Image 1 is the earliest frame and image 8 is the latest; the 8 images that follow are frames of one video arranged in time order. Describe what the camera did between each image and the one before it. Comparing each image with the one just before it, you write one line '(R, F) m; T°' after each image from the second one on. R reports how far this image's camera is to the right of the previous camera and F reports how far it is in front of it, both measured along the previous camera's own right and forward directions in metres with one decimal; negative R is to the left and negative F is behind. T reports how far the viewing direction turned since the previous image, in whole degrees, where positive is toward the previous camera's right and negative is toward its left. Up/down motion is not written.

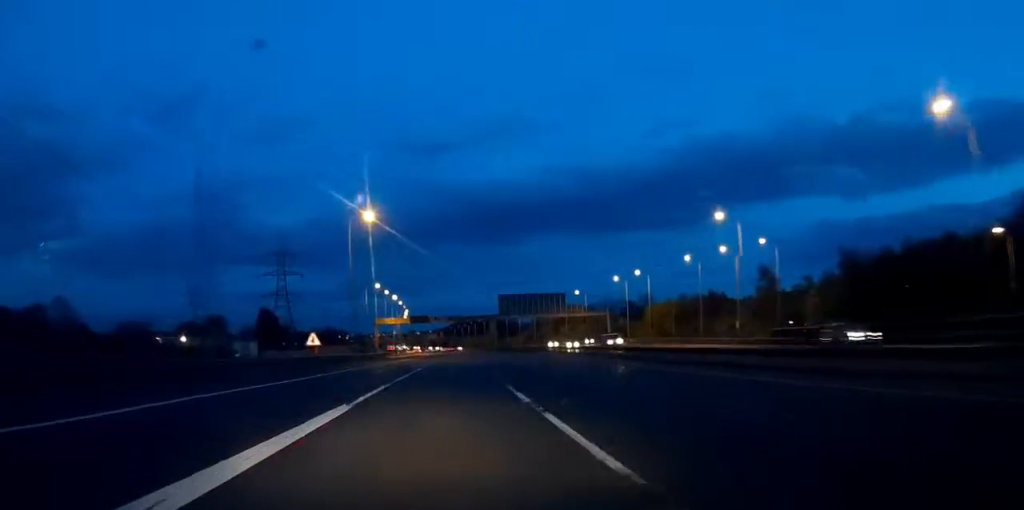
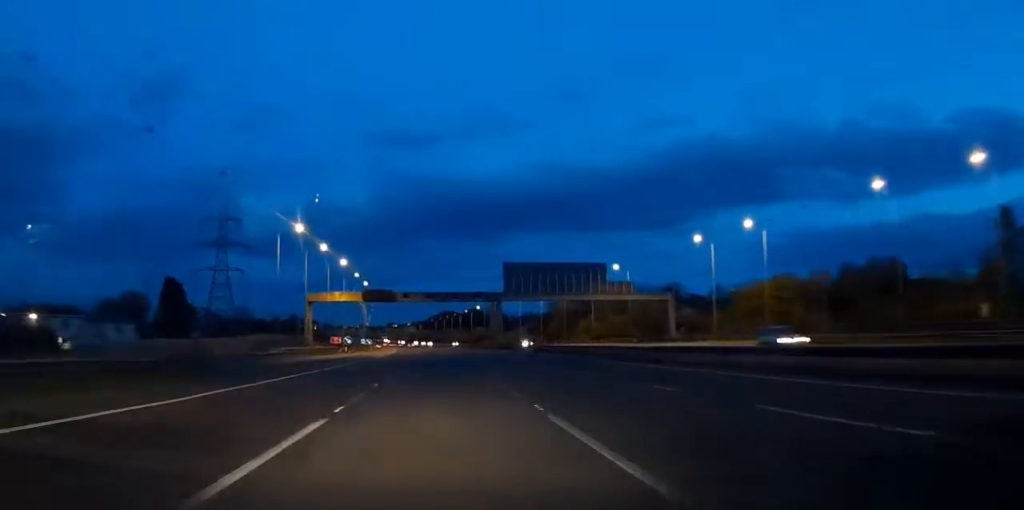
(+0.5, +68.6) m; +1°
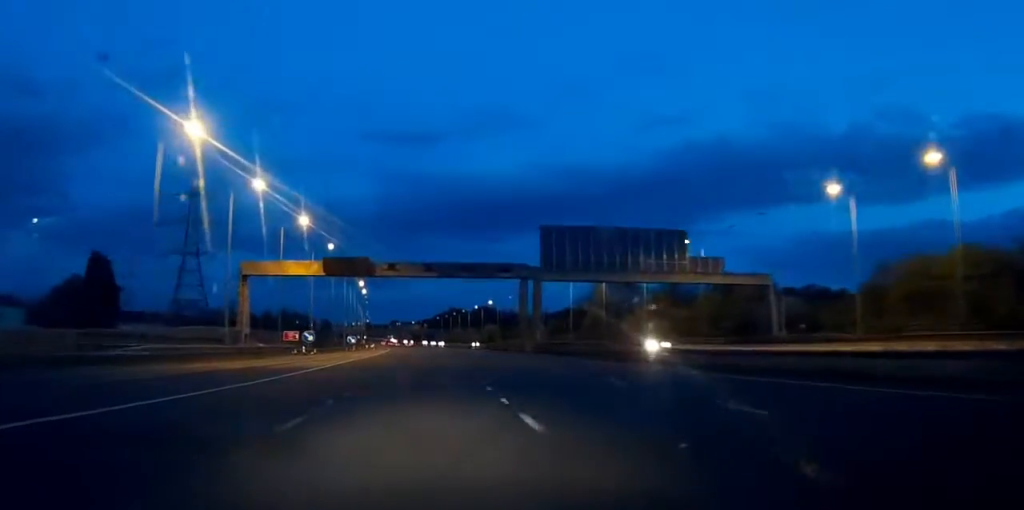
(-0.1, +40.7) m; -1°
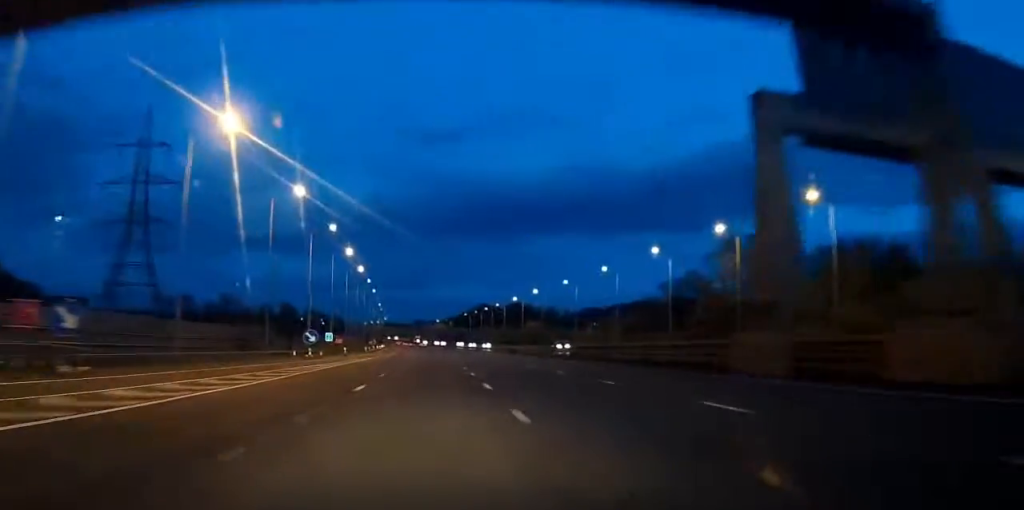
(-0.9, +61.0) m; -2°
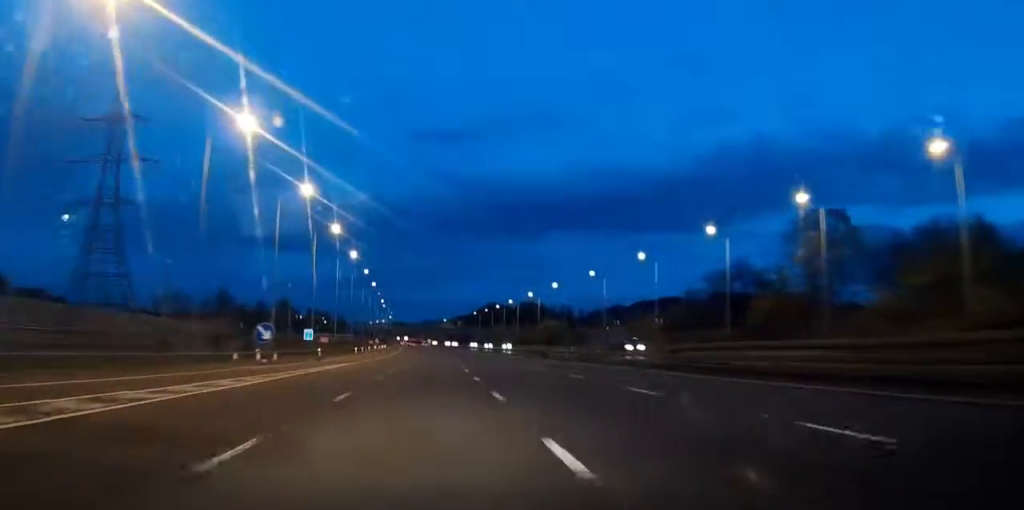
(-0.2, +21.6) m; -1°
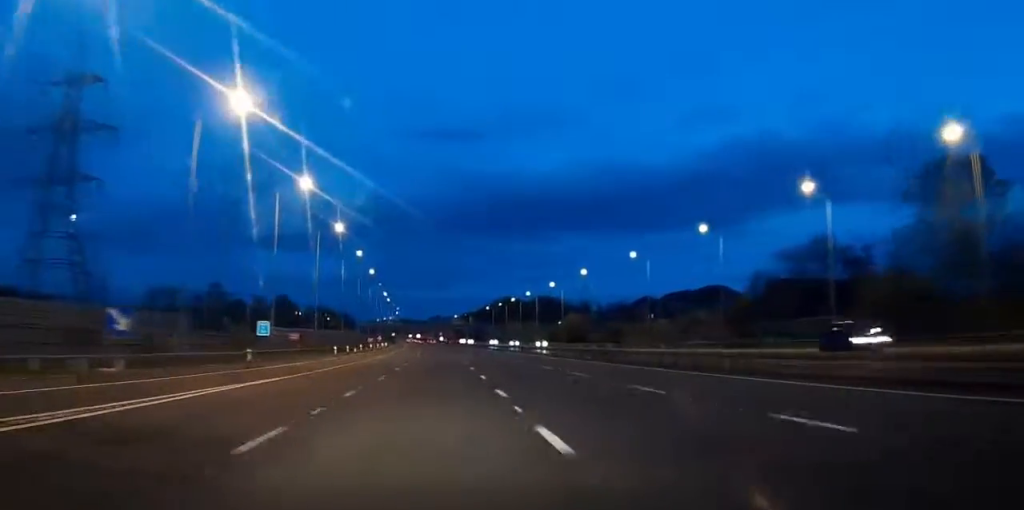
(-0.2, +25.4) m; 0°
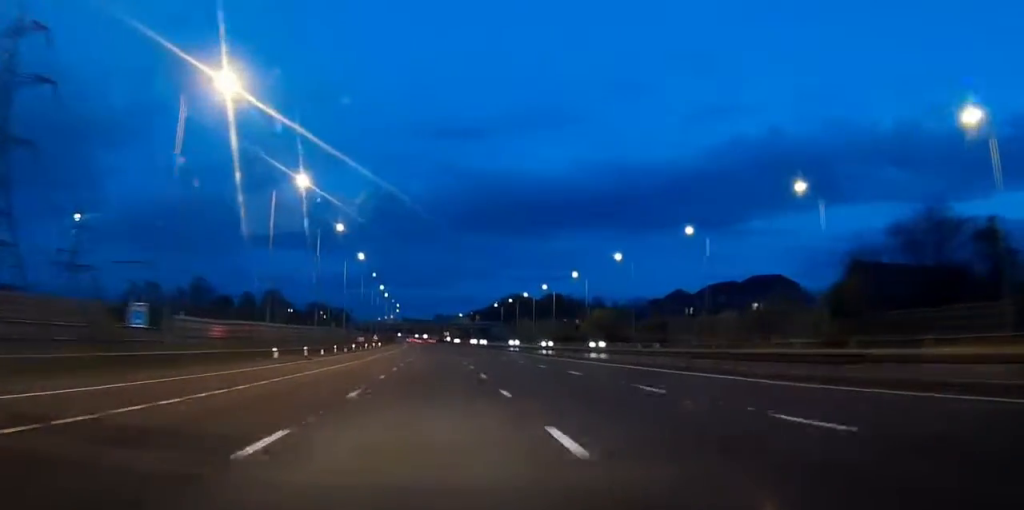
(0.0, +26.7) m; 0°
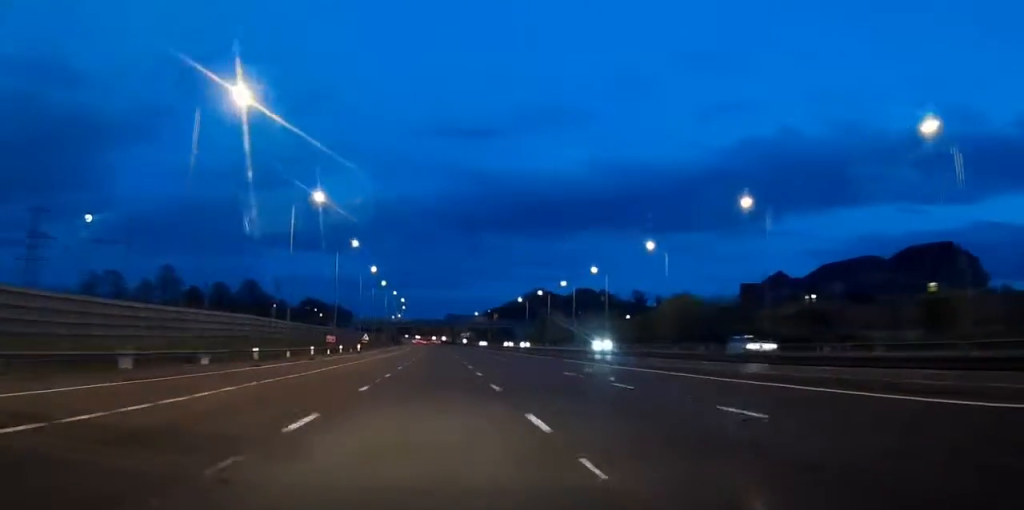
(-0.3, +51.0) m; -1°
